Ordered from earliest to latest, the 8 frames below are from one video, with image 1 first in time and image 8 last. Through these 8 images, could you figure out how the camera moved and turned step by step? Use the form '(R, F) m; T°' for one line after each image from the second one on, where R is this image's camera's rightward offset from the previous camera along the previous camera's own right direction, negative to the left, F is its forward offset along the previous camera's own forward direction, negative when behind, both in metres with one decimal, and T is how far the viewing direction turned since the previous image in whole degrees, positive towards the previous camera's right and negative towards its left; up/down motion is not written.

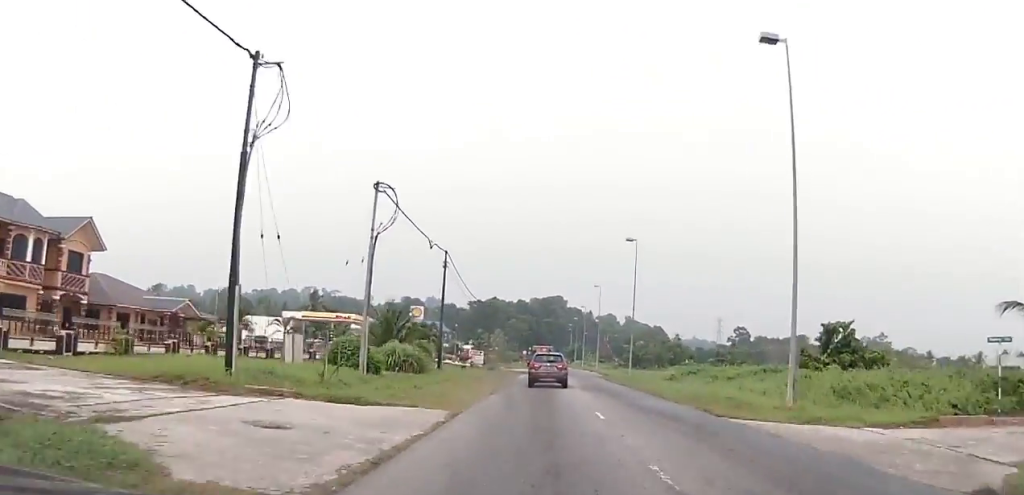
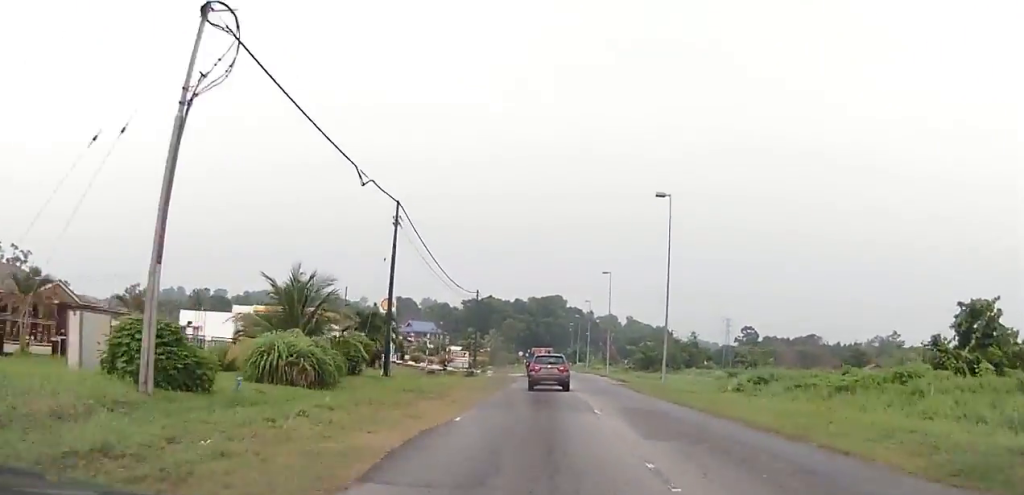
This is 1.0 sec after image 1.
(+0.1, +17.3) m; 0°
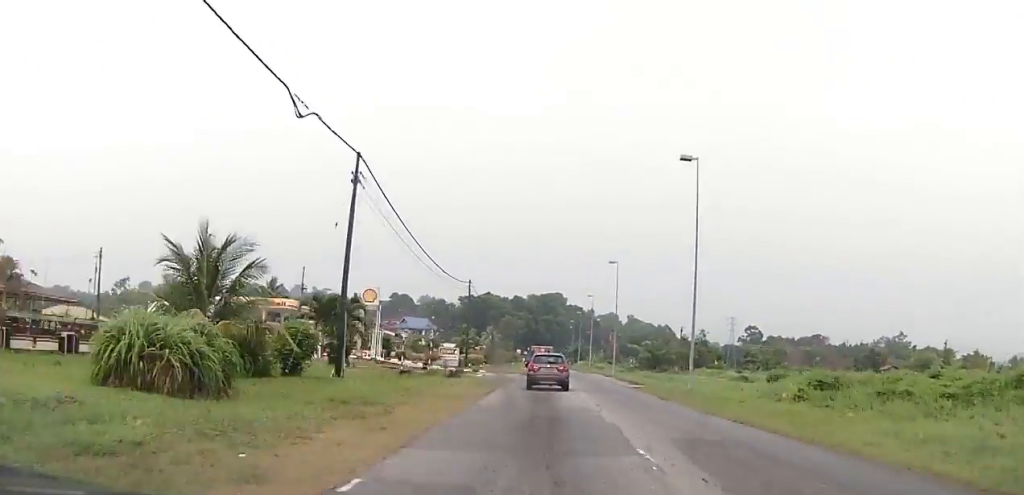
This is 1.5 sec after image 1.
(-0.3, +8.1) m; 0°
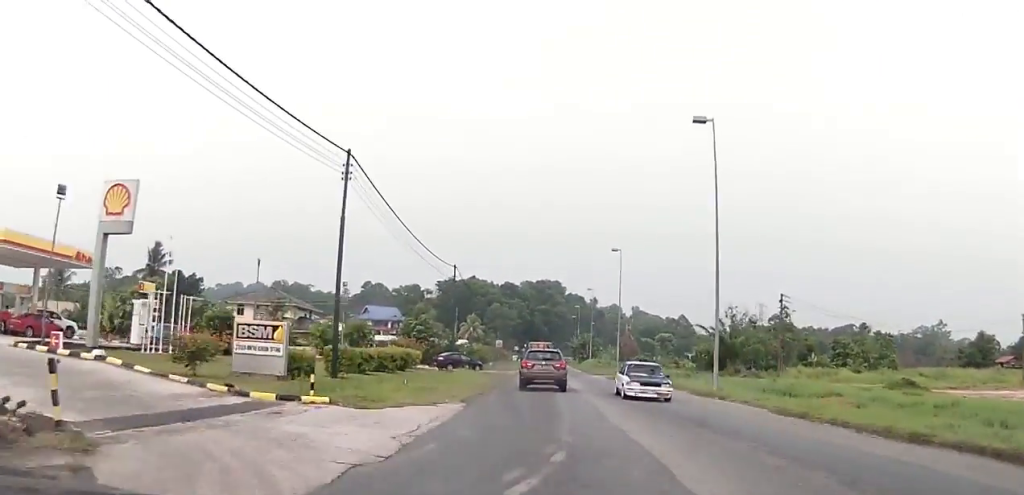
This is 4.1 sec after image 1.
(+0.1, +44.8) m; 0°
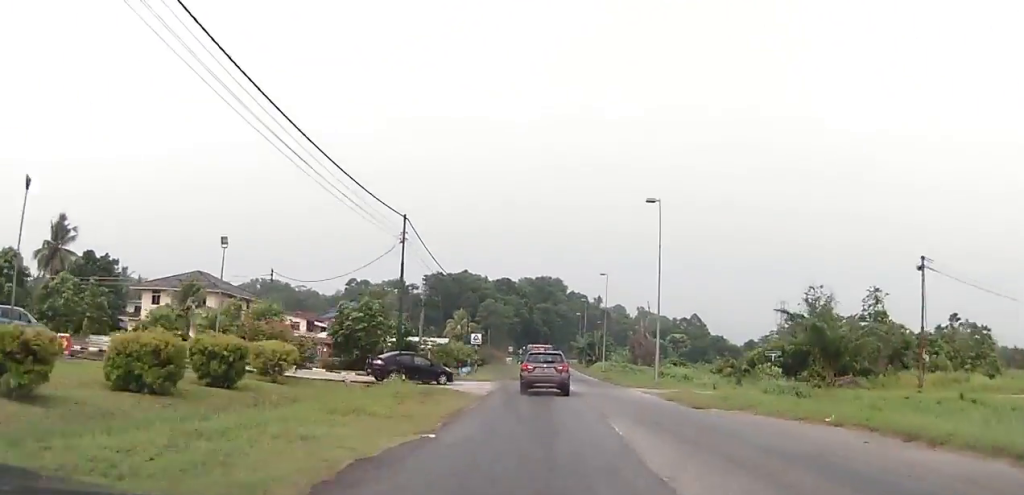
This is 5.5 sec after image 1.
(-0.2, +23.3) m; 0°
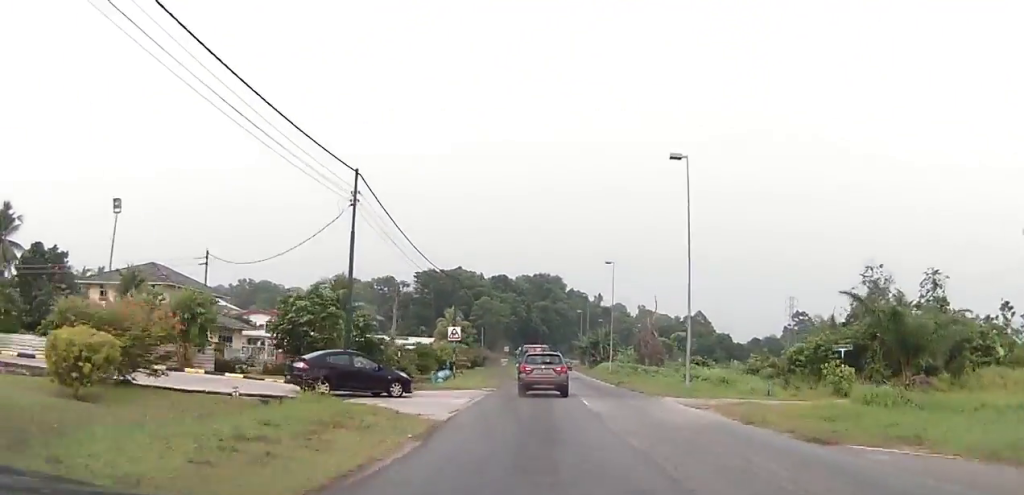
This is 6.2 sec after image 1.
(+0.2, +10.0) m; +1°
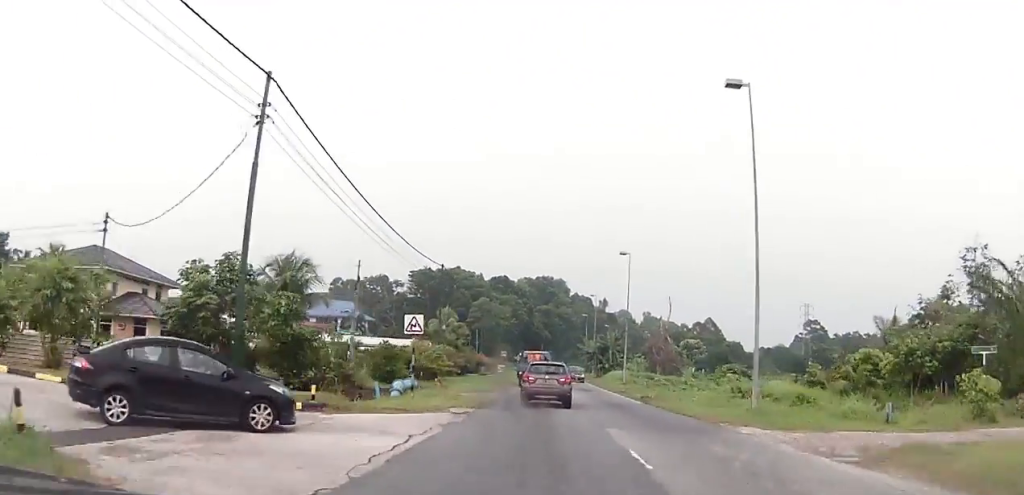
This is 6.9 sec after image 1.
(+0.2, +11.1) m; 0°
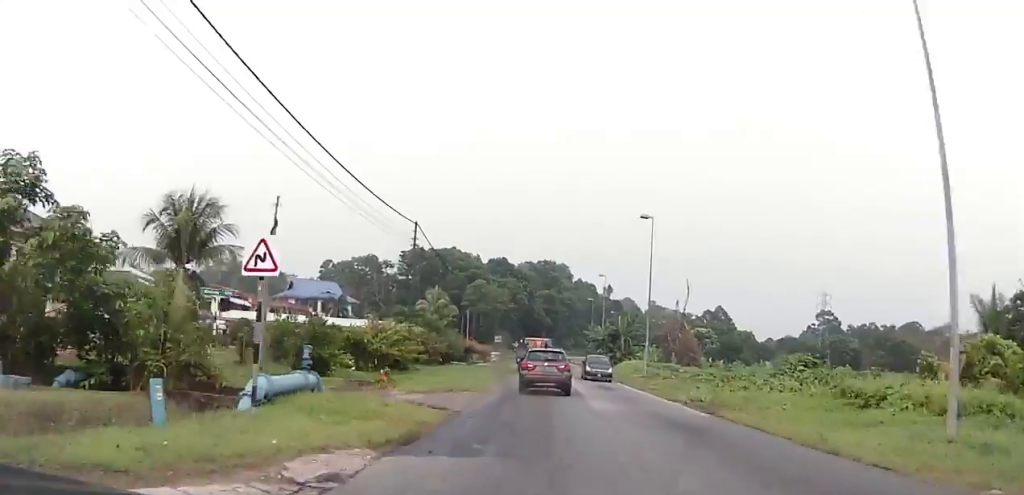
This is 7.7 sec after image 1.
(+0.1, +12.7) m; -1°
